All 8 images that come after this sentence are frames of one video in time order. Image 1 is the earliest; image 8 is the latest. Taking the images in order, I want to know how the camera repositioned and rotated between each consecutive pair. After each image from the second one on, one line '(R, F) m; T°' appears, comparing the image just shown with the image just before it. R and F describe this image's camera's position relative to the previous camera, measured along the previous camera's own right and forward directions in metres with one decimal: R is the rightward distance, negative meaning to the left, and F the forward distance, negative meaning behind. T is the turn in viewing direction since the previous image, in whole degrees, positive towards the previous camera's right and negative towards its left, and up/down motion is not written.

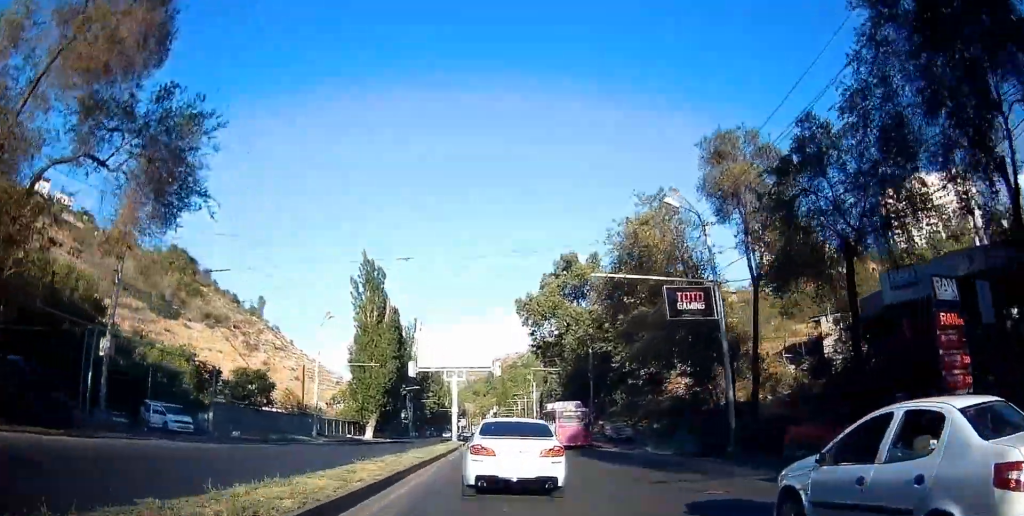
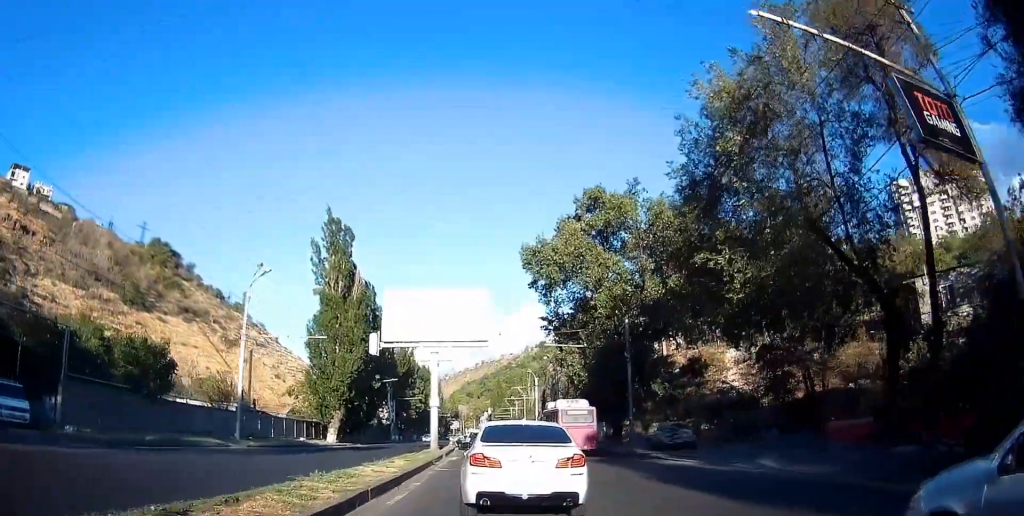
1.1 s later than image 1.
(+0.2, +15.3) m; +1°
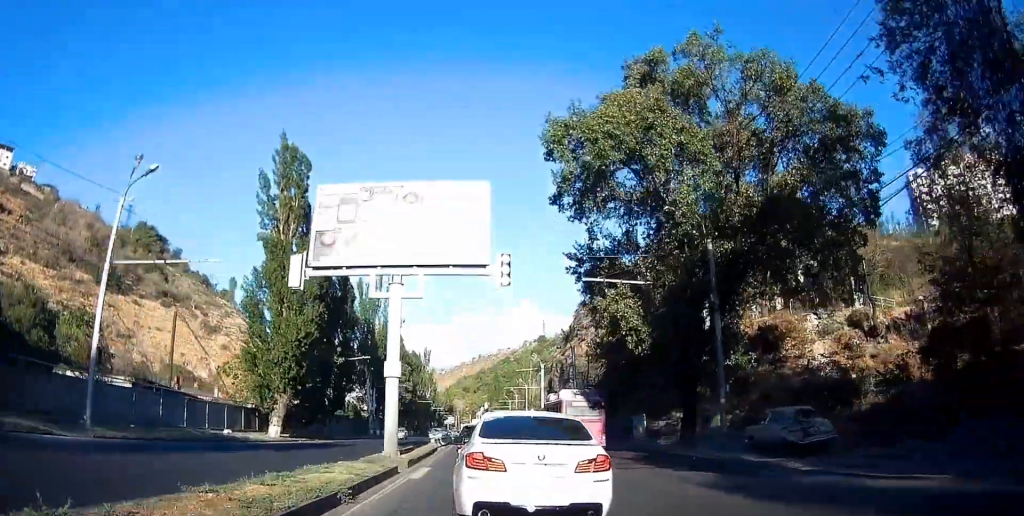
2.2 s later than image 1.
(+0.1, +15.3) m; +1°
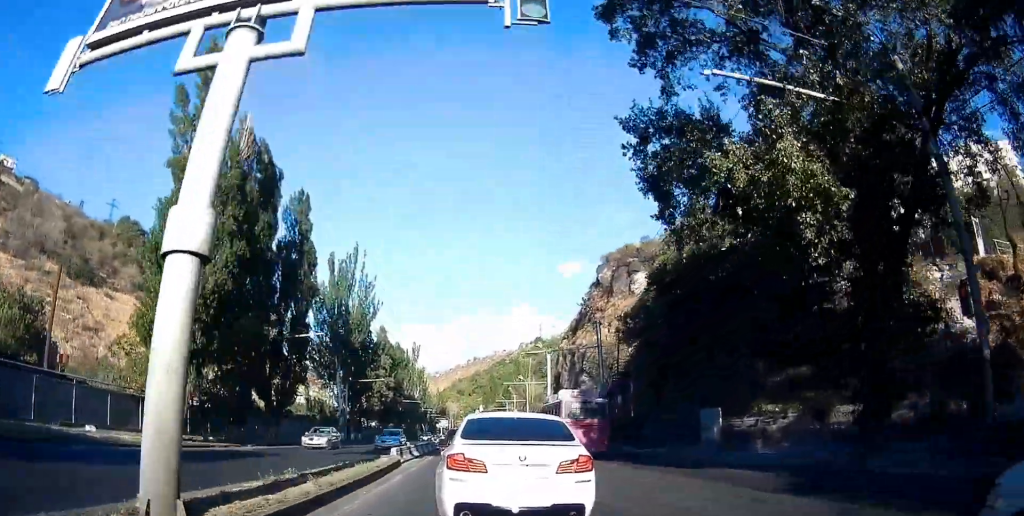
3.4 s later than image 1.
(+0.2, +14.8) m; +3°
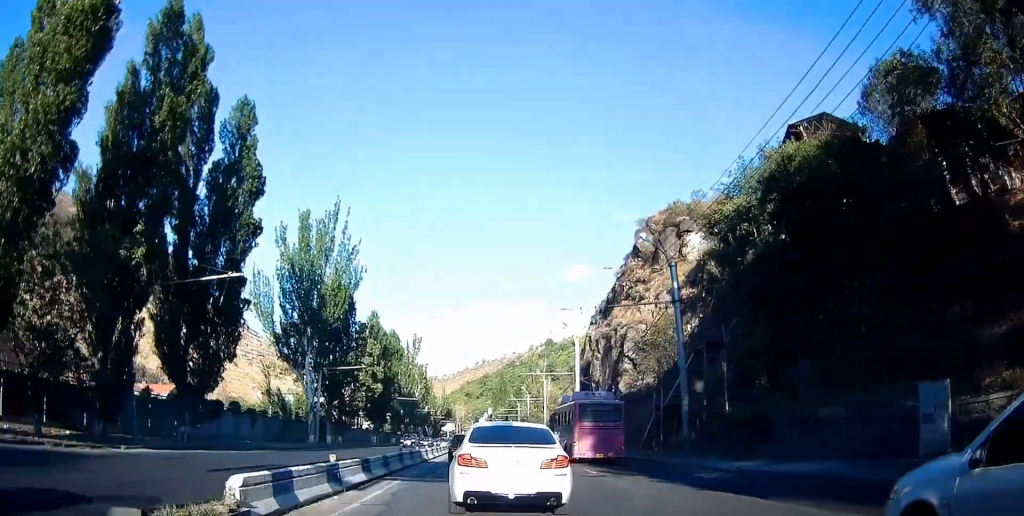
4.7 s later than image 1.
(+0.6, +15.6) m; -1°
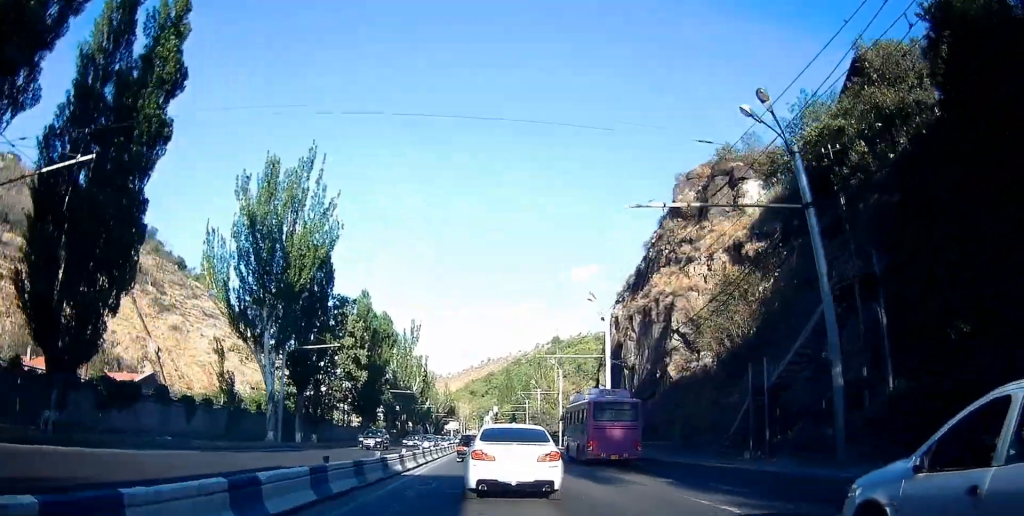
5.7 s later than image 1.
(-0.8, +10.9) m; -2°
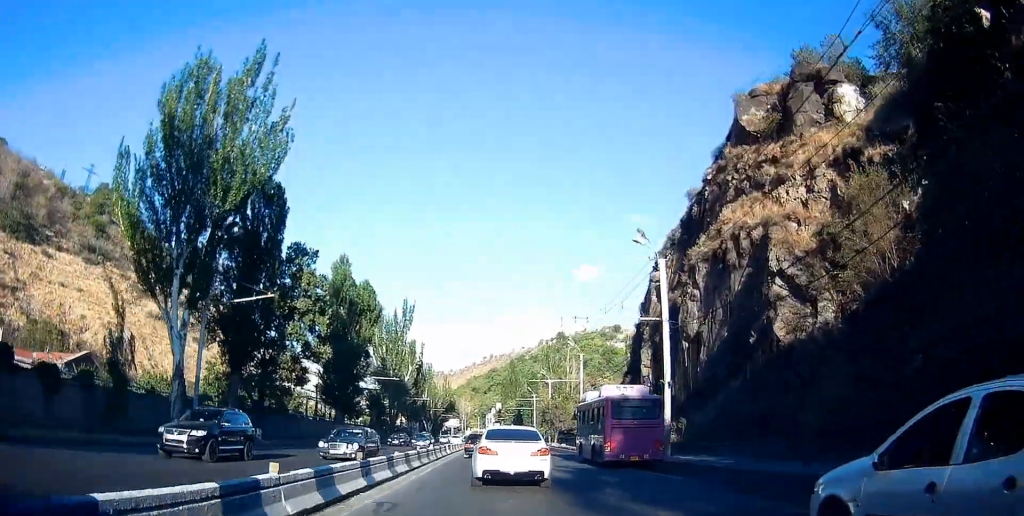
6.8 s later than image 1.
(+0.5, +12.6) m; +1°
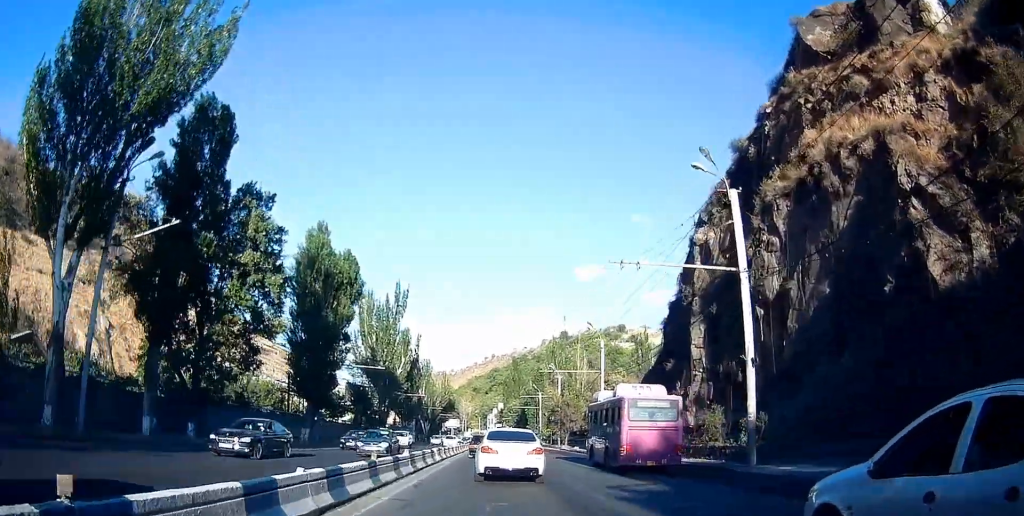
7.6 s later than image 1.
(-0.1, +9.1) m; -1°
